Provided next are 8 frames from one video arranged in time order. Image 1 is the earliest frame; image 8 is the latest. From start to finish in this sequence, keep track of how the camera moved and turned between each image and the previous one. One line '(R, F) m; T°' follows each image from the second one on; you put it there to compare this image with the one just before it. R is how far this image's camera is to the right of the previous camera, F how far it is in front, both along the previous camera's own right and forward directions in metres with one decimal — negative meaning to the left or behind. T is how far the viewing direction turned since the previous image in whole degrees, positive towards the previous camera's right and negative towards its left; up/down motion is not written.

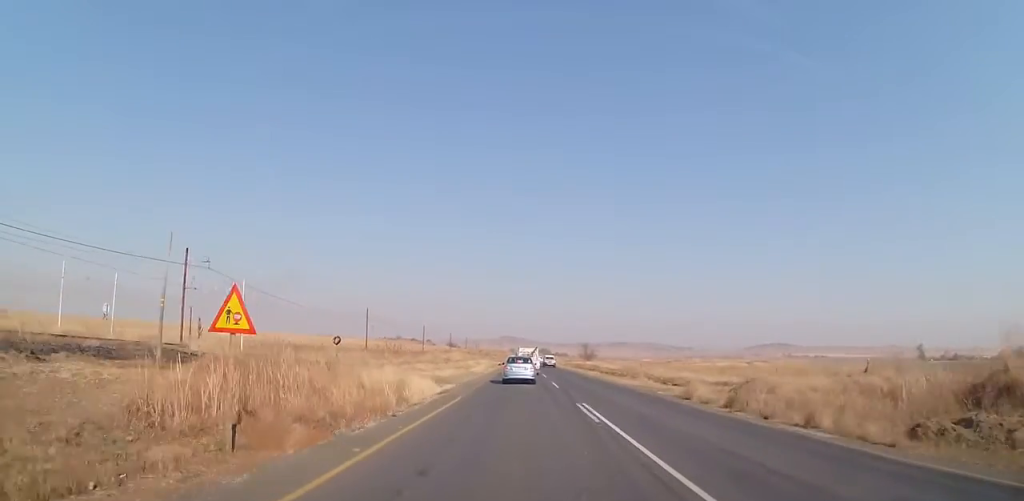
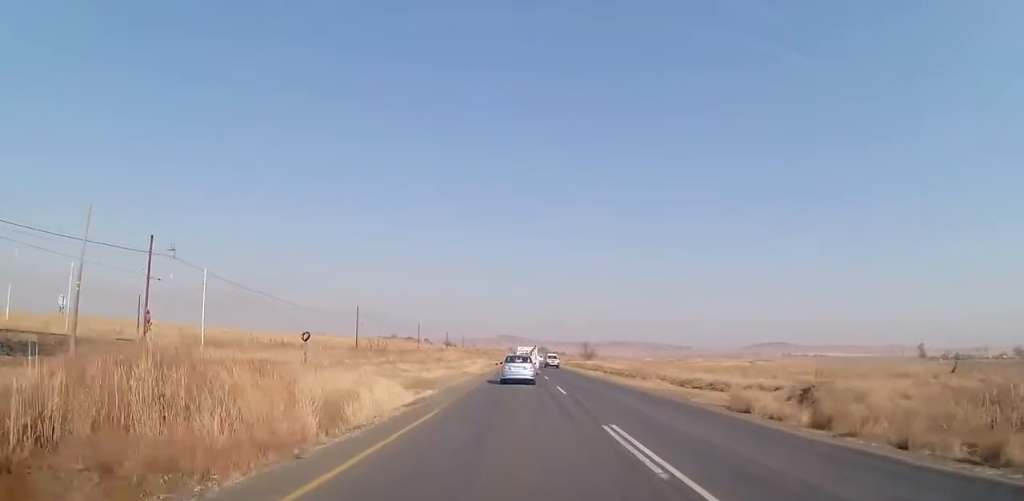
(0.0, +5.6) m; 0°
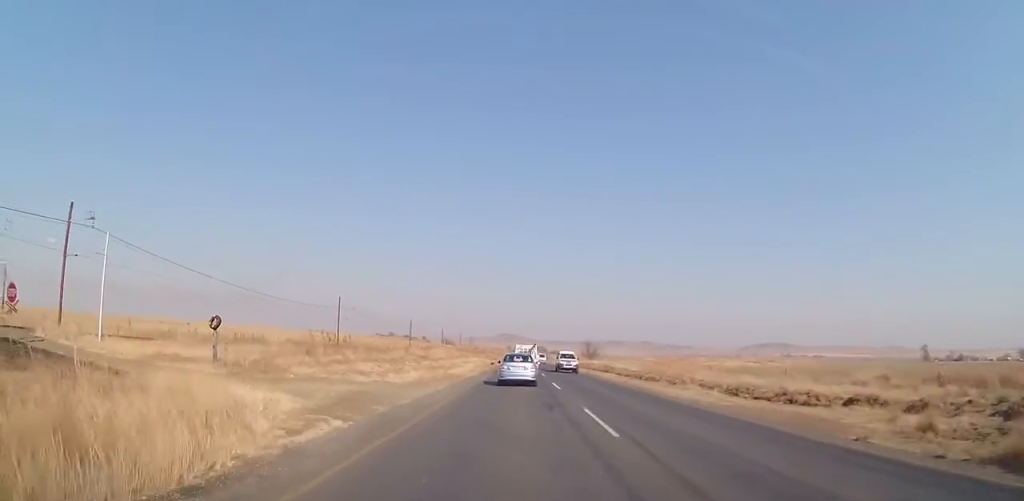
(0.0, +10.9) m; 0°
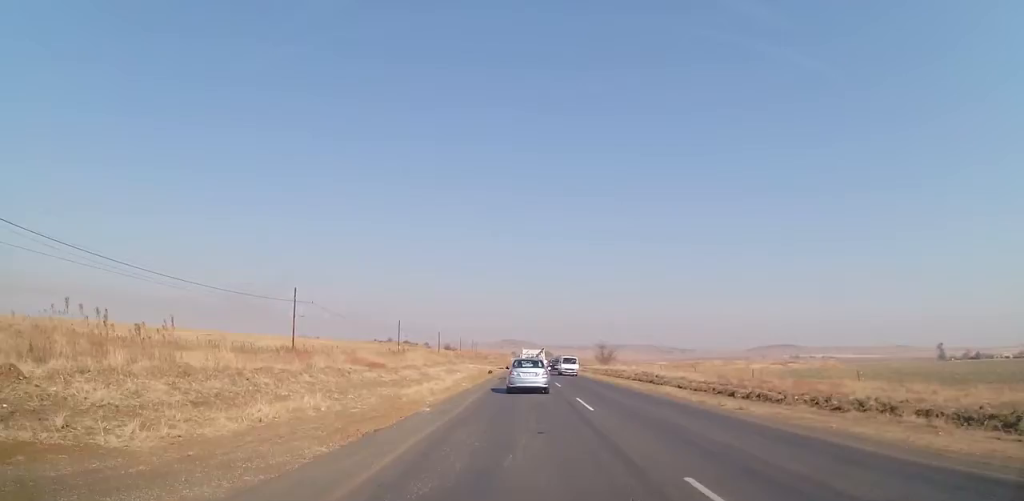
(+0.1, +24.0) m; +1°
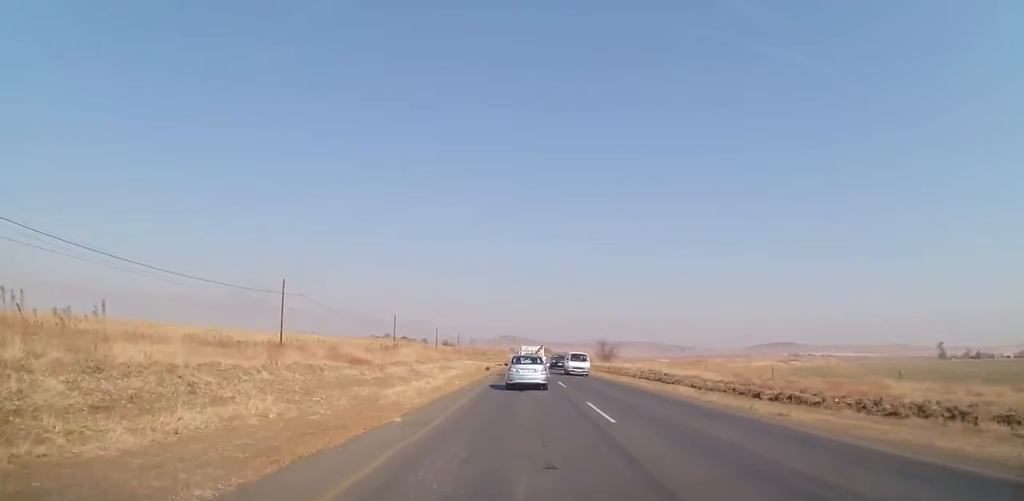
(0.0, +4.1) m; 0°
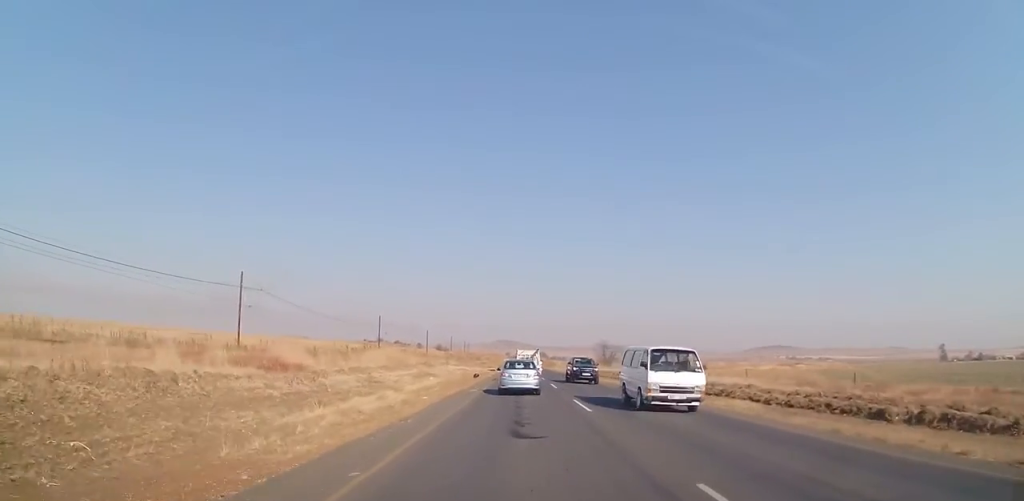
(0.0, +11.2) m; 0°
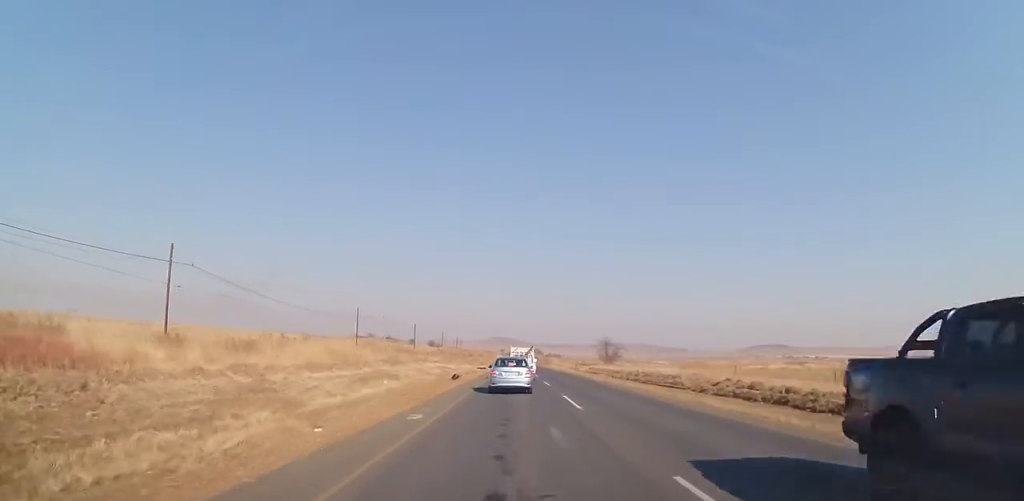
(0.0, +13.4) m; -2°
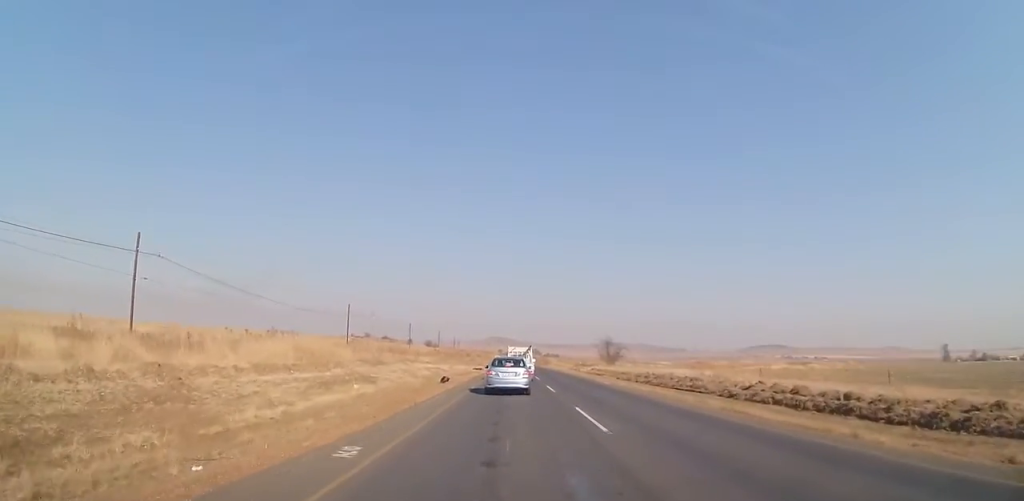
(-0.1, +5.0) m; -1°
